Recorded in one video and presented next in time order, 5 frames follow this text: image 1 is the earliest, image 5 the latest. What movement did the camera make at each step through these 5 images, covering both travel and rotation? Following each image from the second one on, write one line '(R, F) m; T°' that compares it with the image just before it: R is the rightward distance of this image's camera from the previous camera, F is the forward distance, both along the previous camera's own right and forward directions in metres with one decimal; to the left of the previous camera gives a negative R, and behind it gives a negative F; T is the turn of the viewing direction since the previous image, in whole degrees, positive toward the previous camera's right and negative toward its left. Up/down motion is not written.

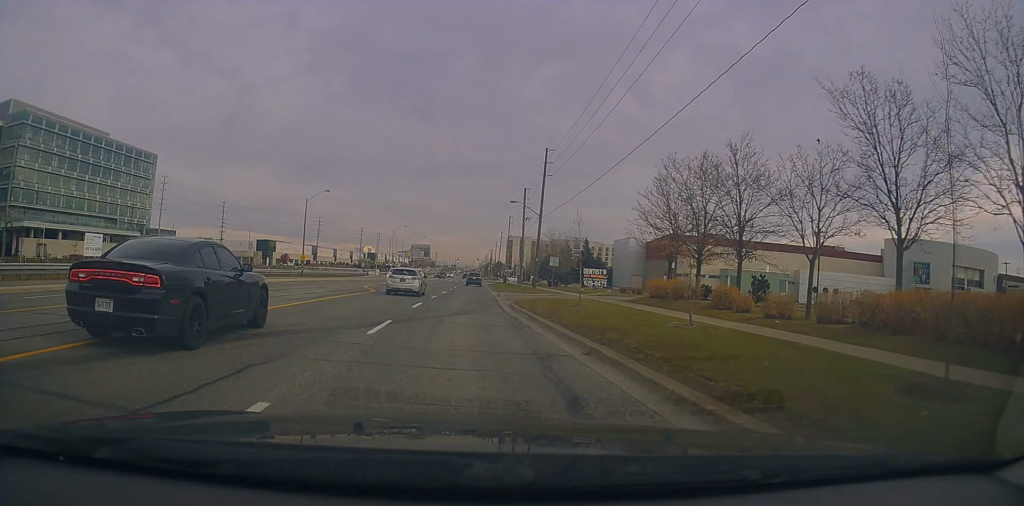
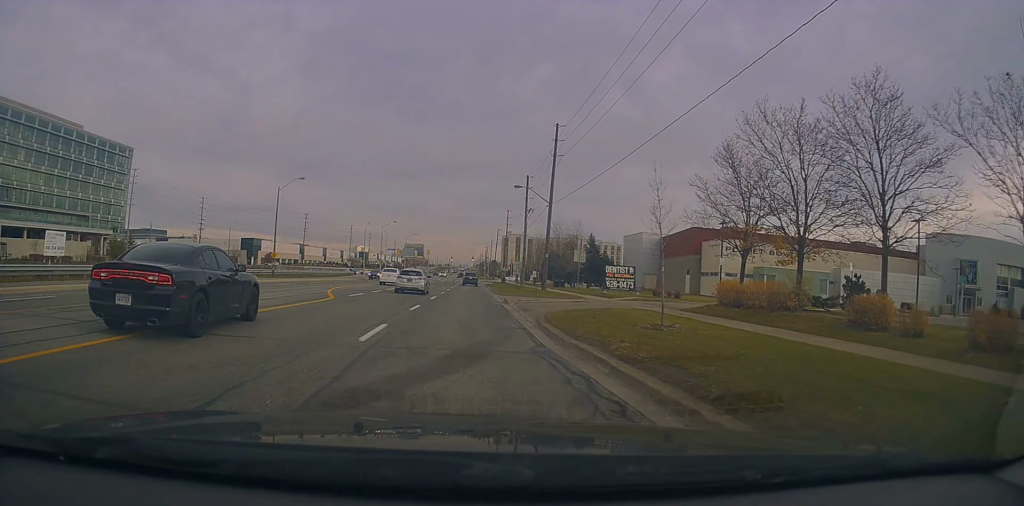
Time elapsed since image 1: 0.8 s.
(-0.1, +10.0) m; -1°
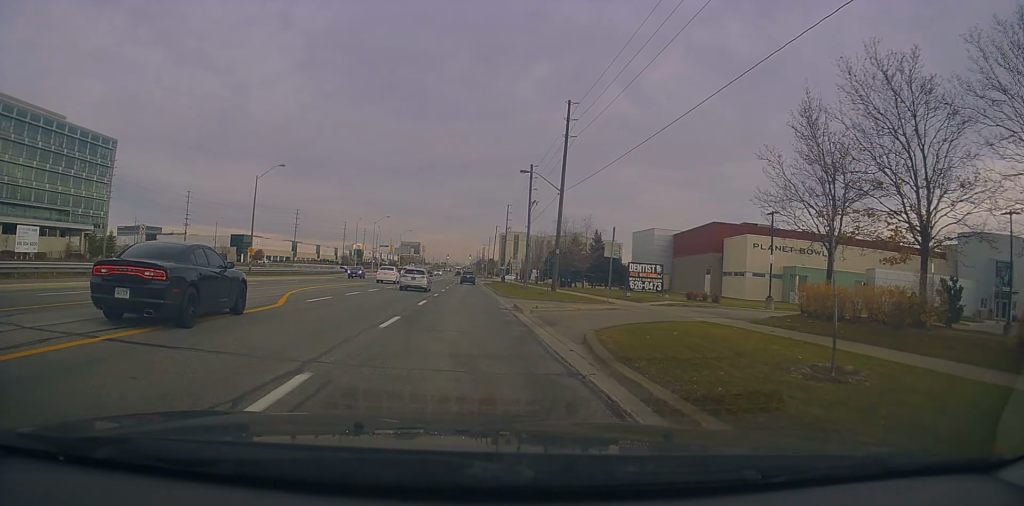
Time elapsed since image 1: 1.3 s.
(-0.1, +6.6) m; 0°
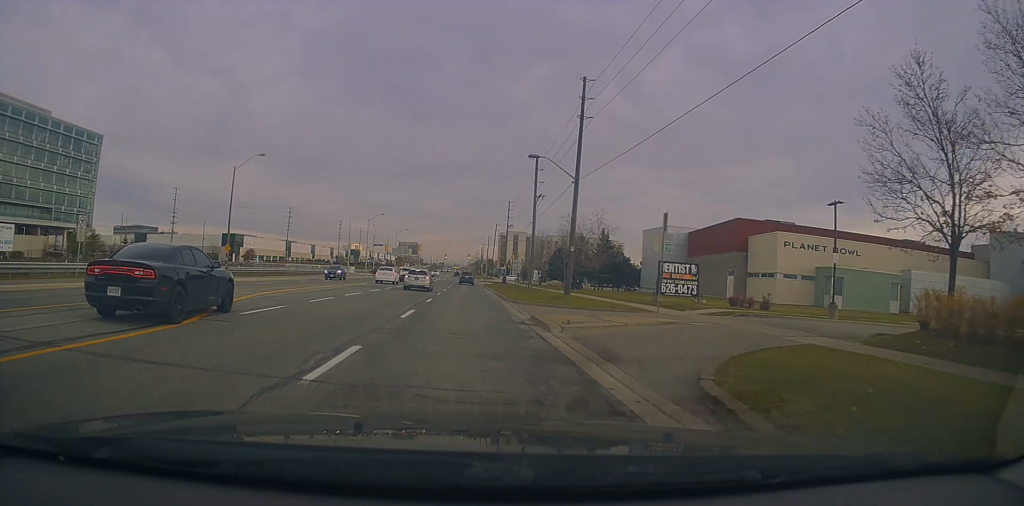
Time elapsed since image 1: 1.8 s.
(0.0, +6.0) m; +1°
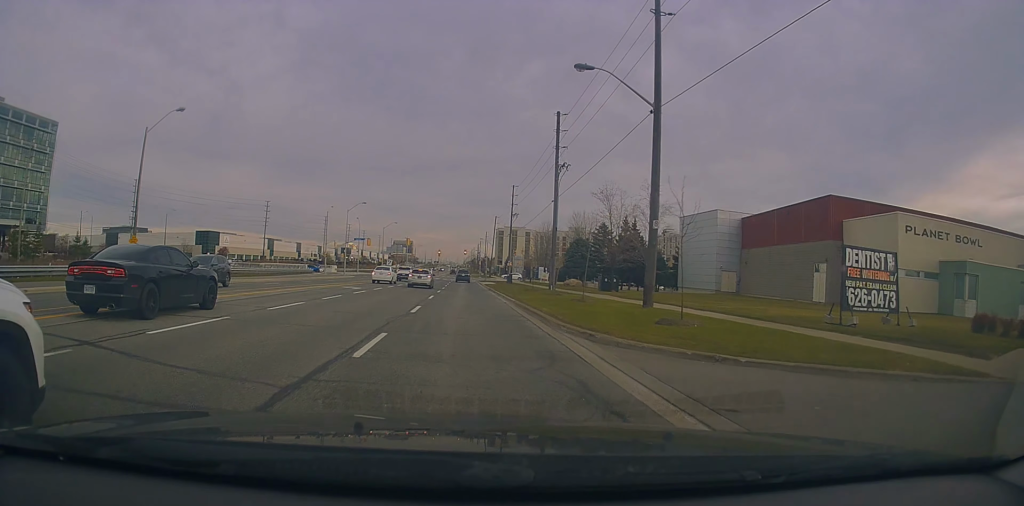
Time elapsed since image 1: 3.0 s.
(+0.5, +16.0) m; +1°
